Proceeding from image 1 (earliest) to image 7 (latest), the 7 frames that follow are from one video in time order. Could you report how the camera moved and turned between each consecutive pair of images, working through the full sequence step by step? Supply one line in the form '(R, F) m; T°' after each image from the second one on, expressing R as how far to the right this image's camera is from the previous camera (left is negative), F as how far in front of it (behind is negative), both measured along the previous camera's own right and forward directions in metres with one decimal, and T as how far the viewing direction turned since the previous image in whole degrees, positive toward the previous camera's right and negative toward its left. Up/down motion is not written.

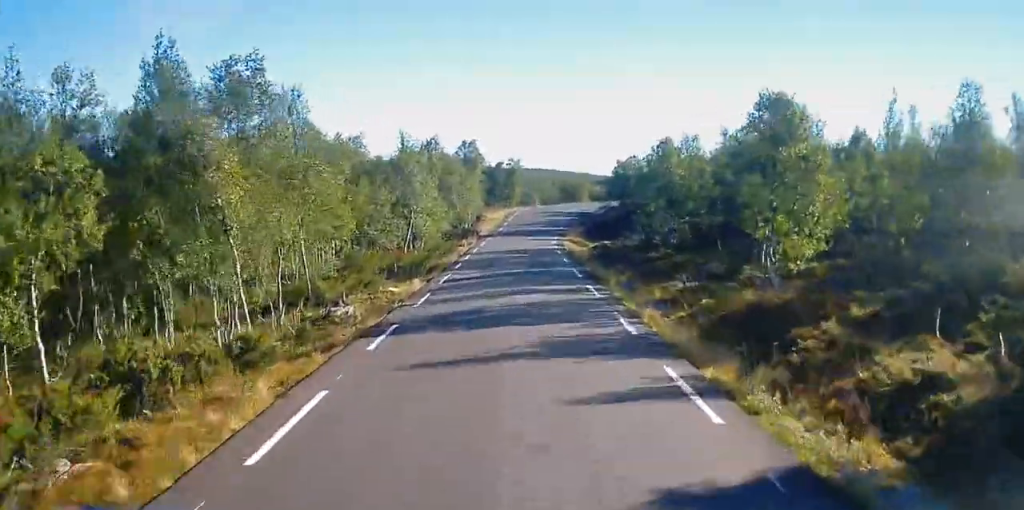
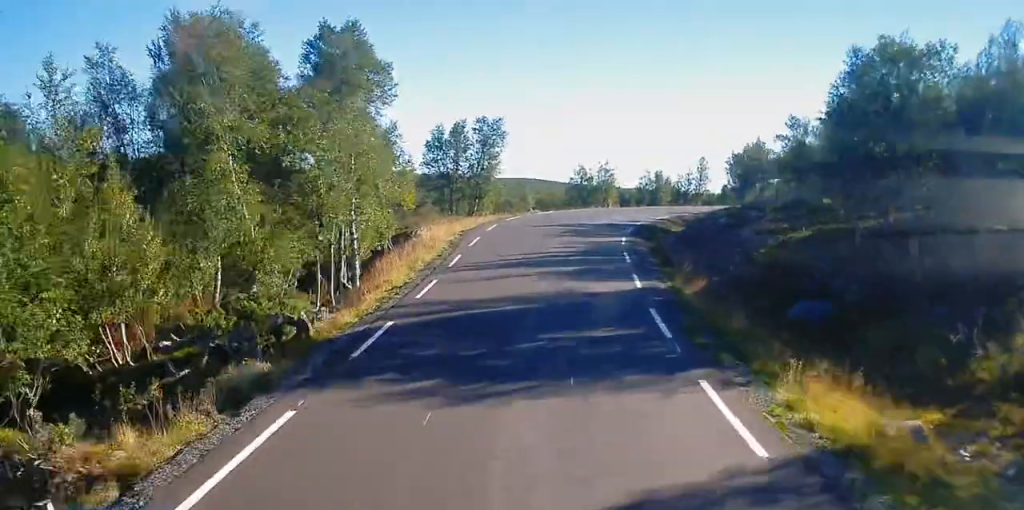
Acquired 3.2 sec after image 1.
(-0.1, +48.9) m; 0°
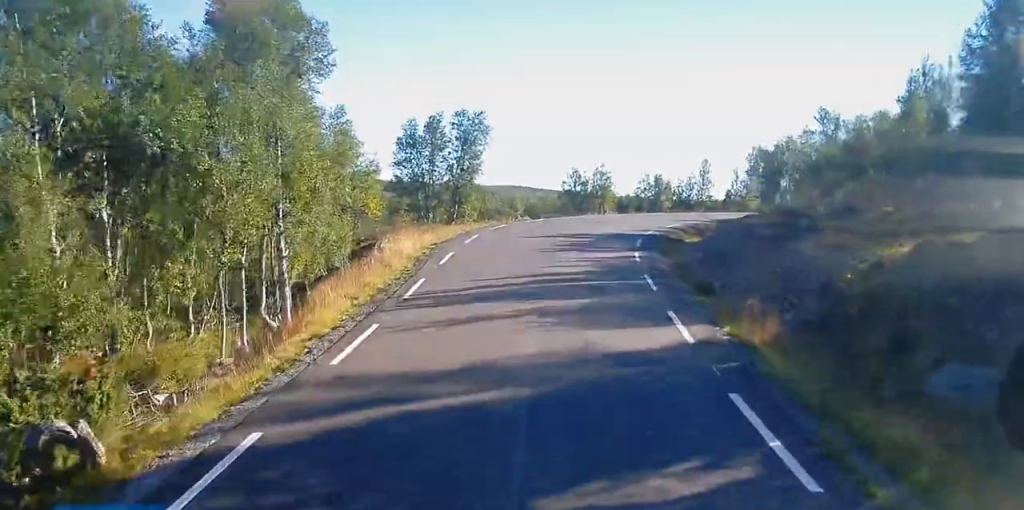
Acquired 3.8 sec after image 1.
(-0.1, +7.0) m; +1°
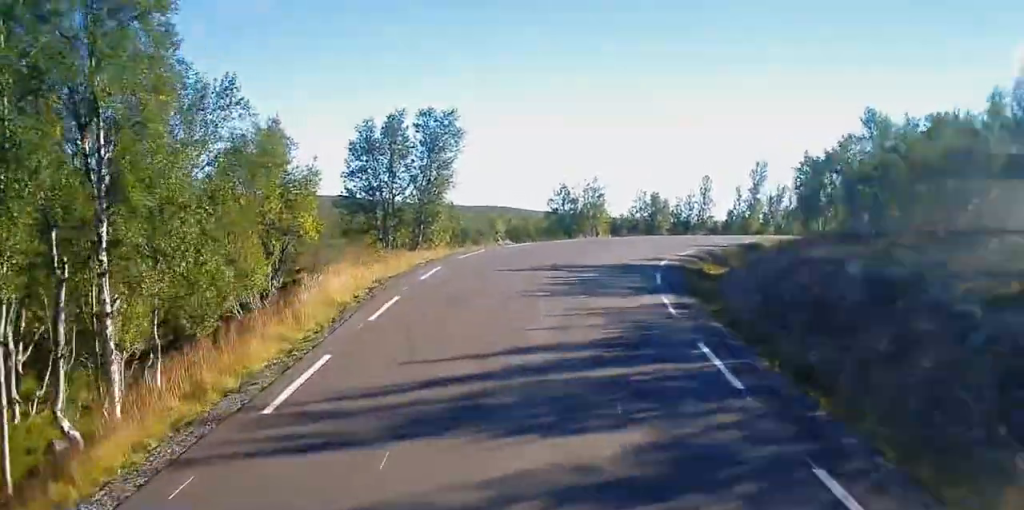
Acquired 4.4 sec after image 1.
(+0.2, +8.2) m; +4°
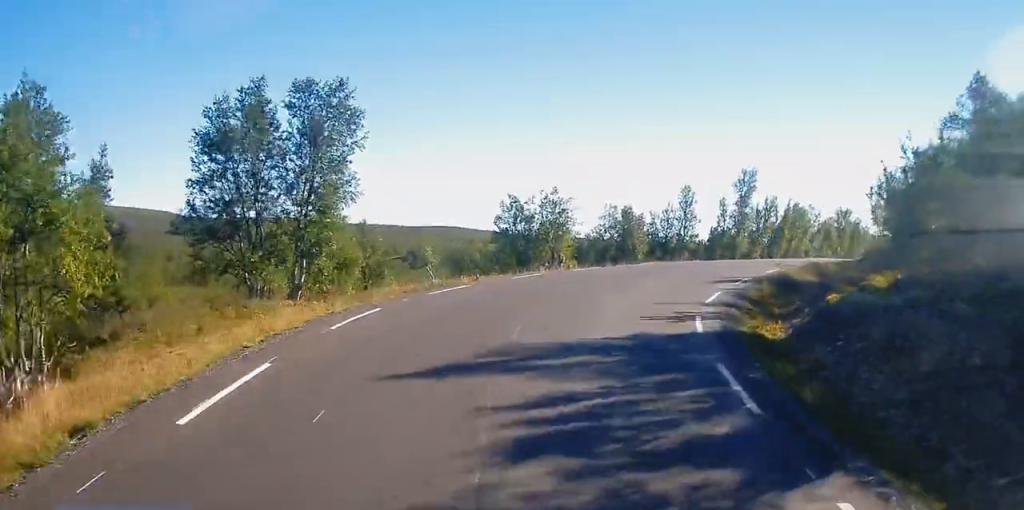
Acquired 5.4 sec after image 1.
(+0.8, +12.5) m; +5°
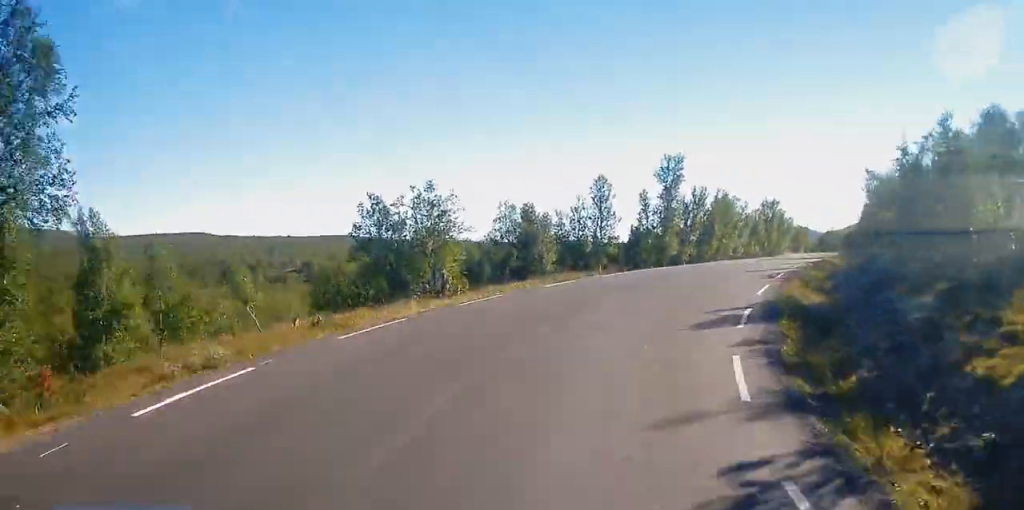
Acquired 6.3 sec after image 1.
(+0.3, +11.4) m; +7°
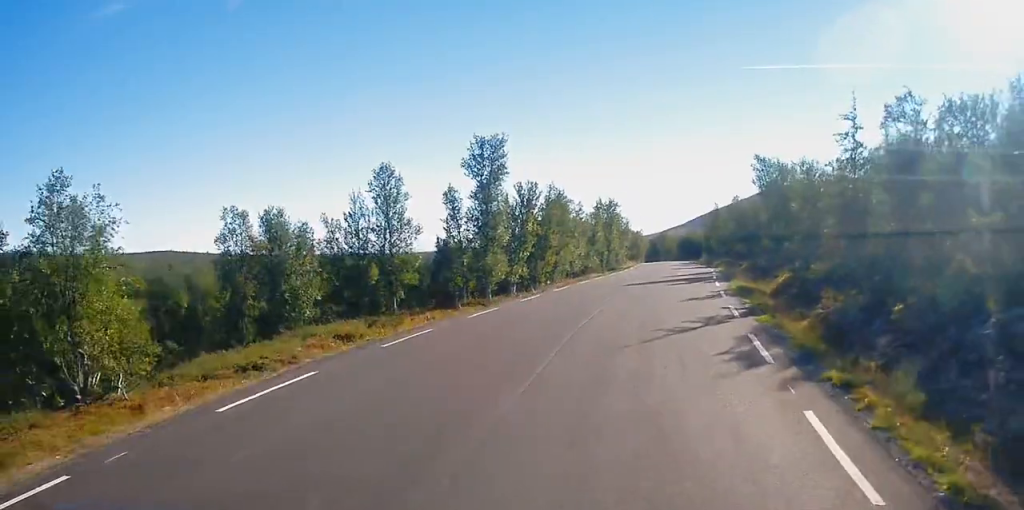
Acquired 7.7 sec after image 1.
(+1.9, +15.5) m; +14°
